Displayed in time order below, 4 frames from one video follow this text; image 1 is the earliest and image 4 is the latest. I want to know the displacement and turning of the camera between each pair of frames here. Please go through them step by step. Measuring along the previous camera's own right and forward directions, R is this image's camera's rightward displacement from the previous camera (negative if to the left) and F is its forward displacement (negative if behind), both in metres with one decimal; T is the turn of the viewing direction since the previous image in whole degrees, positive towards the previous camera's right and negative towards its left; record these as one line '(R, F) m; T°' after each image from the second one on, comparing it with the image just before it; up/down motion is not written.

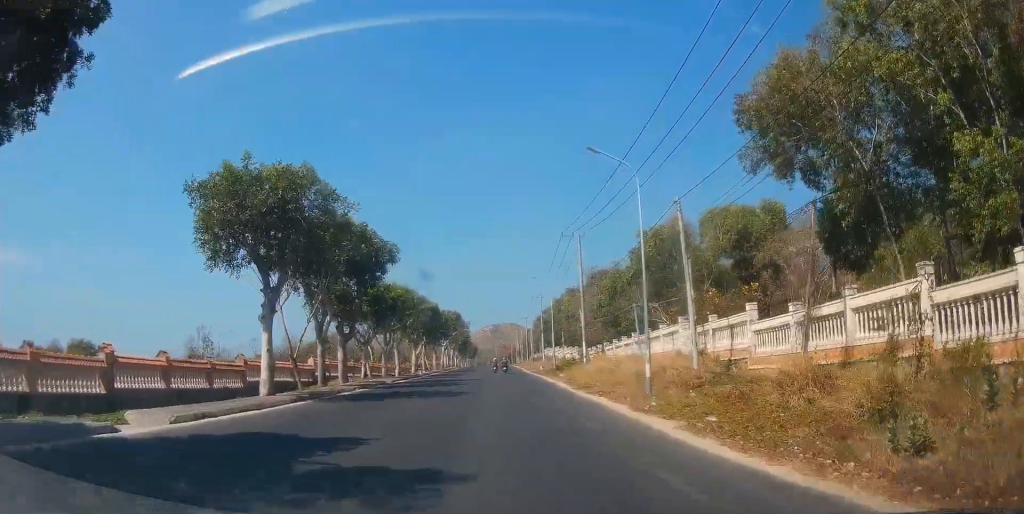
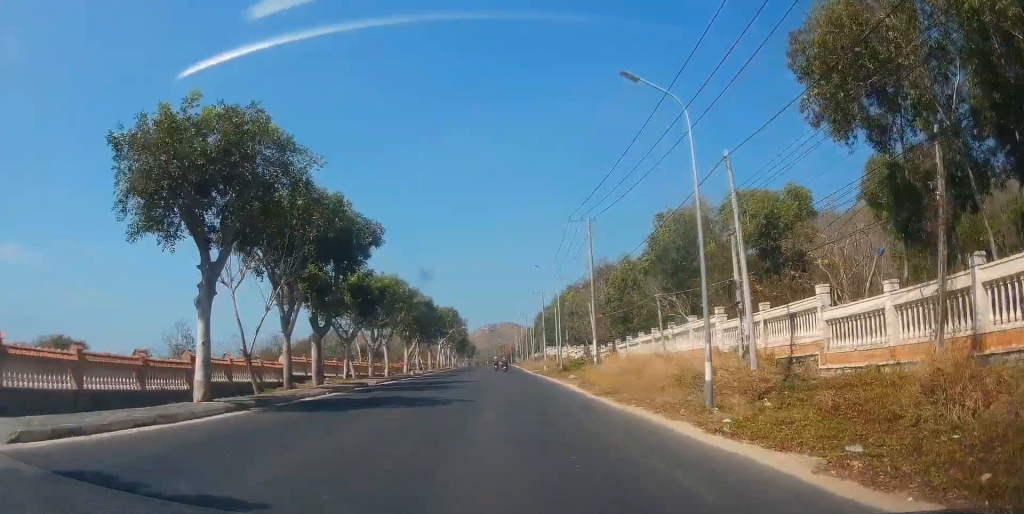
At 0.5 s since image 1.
(0.0, +6.2) m; +1°
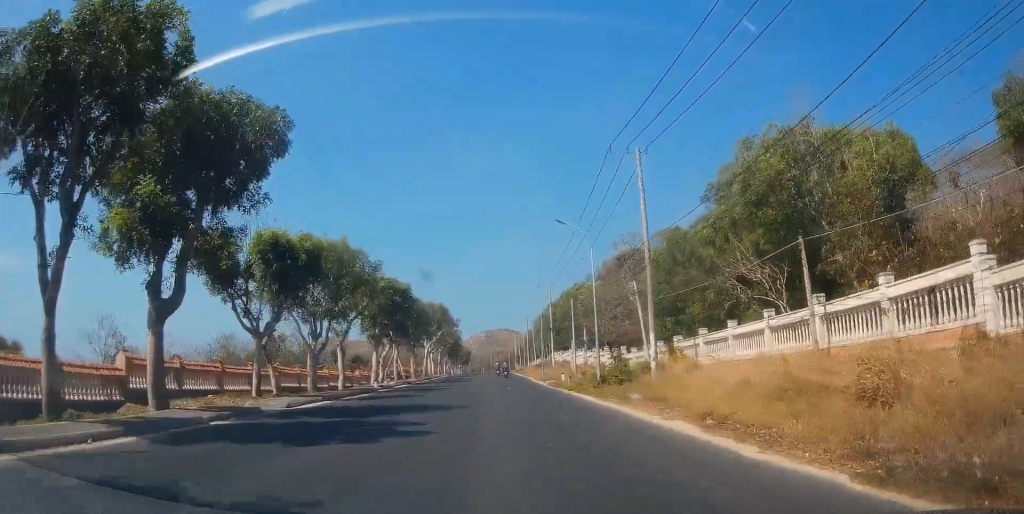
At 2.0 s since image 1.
(+0.5, +18.5) m; +3°
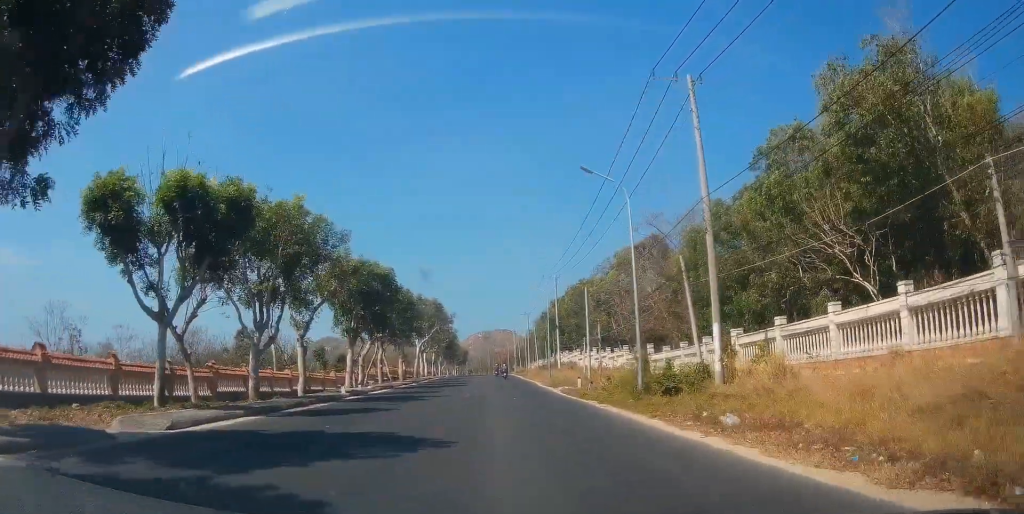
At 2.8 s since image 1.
(0.0, +9.3) m; 0°
